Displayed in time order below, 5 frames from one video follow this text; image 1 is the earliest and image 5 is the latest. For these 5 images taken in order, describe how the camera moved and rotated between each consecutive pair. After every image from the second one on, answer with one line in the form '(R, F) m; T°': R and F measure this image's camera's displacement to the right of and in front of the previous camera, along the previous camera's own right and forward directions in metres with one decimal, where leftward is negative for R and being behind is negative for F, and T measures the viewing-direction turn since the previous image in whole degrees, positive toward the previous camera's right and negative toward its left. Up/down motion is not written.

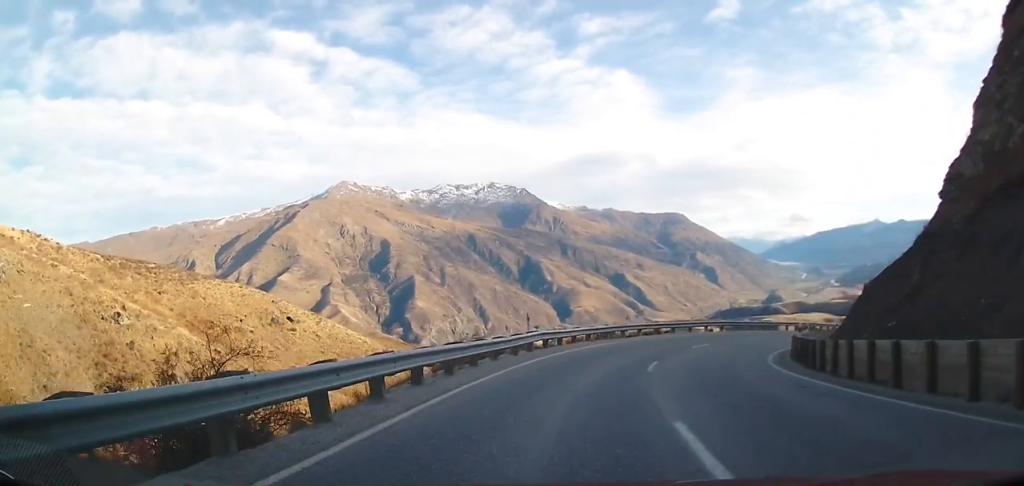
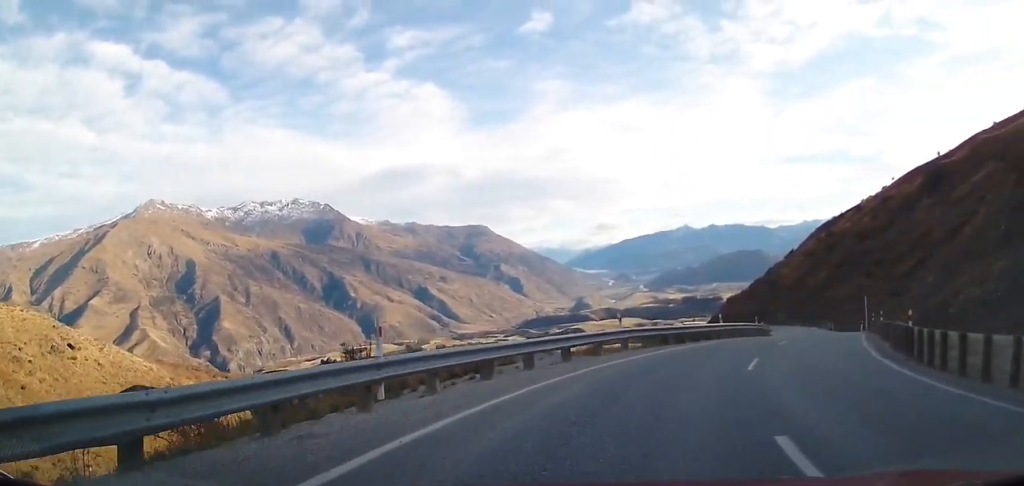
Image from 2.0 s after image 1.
(+1.0, +23.3) m; +12°
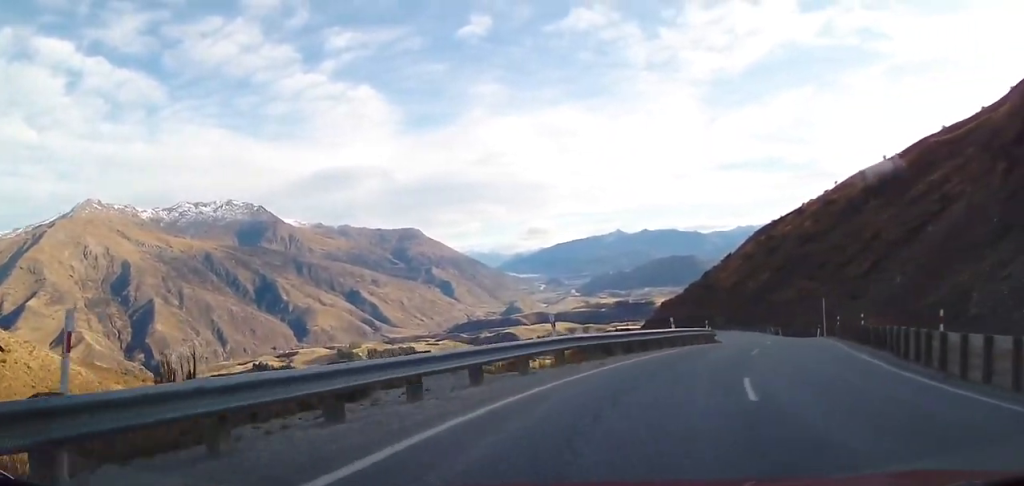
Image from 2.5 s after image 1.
(-0.2, +4.5) m; +6°
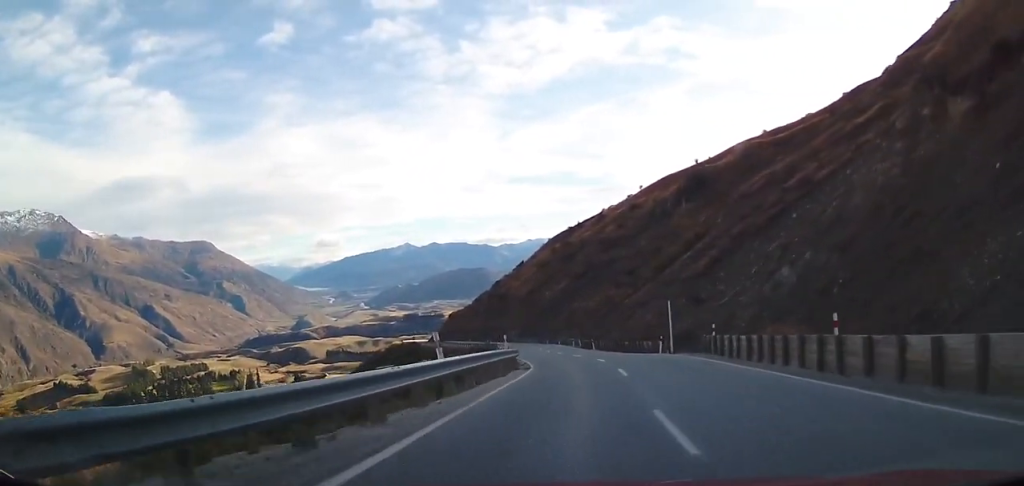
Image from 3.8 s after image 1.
(+3.3, +12.3) m; +22°
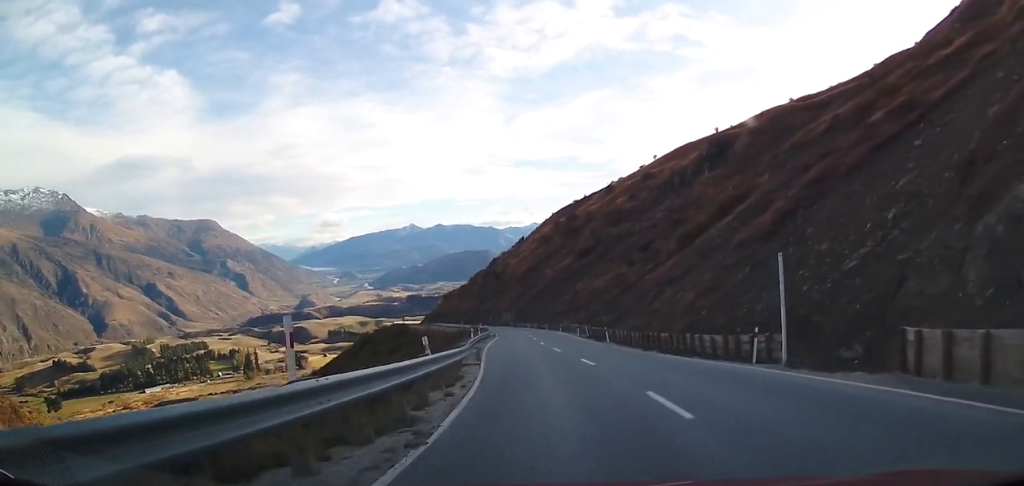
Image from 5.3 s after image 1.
(+1.2, +15.3) m; +7°
